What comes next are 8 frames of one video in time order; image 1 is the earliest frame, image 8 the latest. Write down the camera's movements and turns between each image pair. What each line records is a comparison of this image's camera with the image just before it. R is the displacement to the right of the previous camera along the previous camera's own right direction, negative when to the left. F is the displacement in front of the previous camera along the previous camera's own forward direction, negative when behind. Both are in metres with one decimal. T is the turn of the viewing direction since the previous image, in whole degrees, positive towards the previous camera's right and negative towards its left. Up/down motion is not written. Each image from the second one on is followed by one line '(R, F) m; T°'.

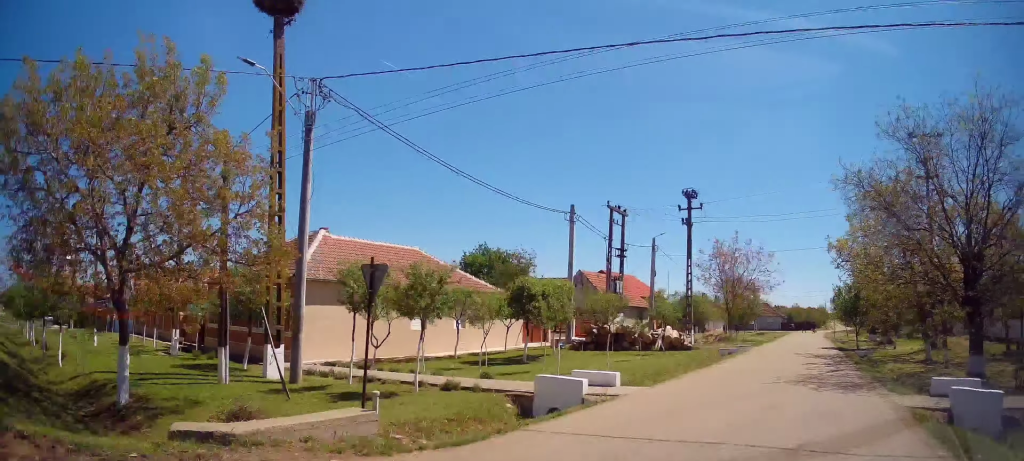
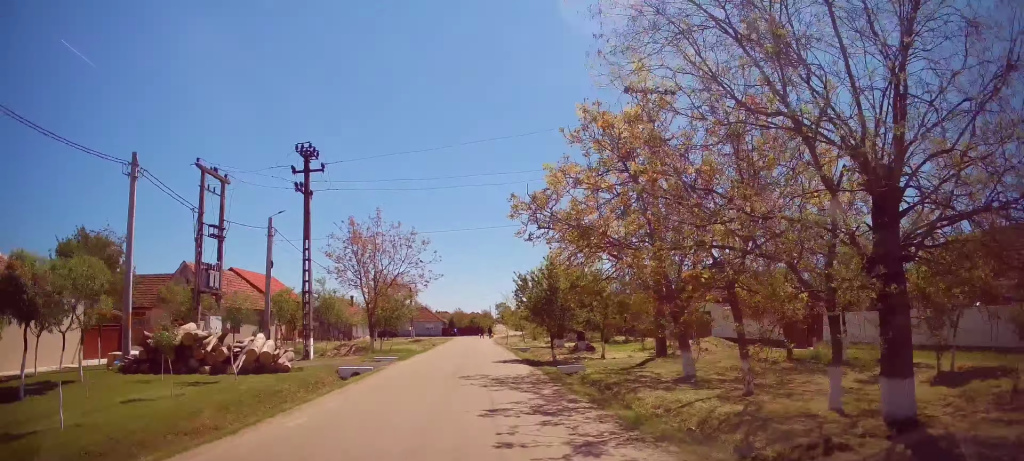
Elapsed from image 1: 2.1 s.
(+5.4, +9.2) m; +39°
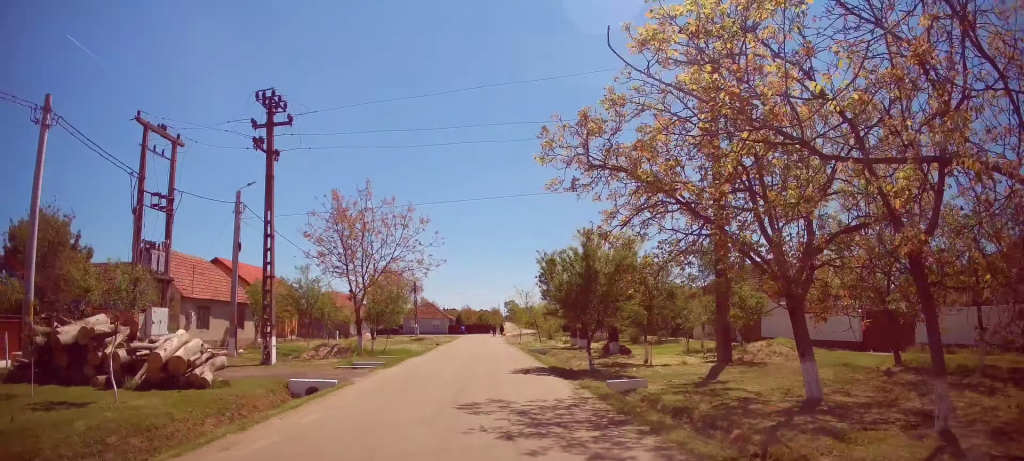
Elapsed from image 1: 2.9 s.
(+0.6, +5.0) m; +3°
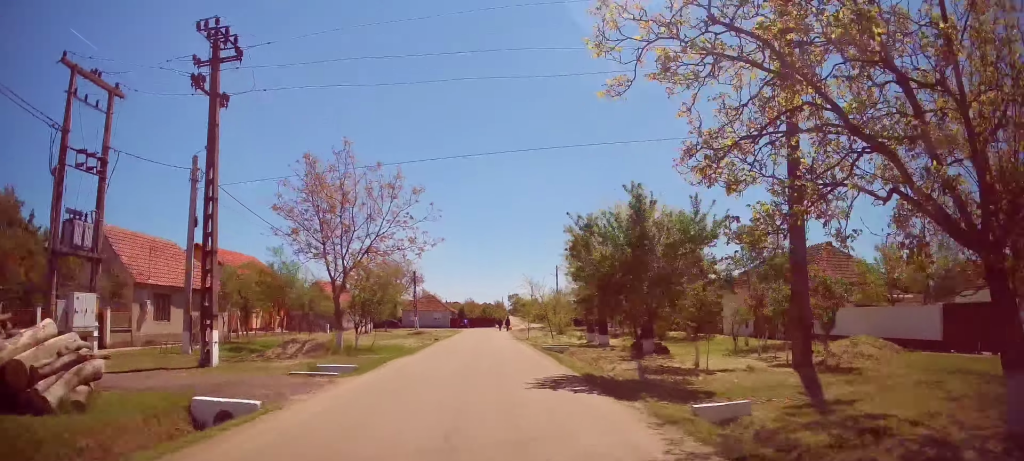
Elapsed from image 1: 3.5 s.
(-0.1, +4.2) m; -1°
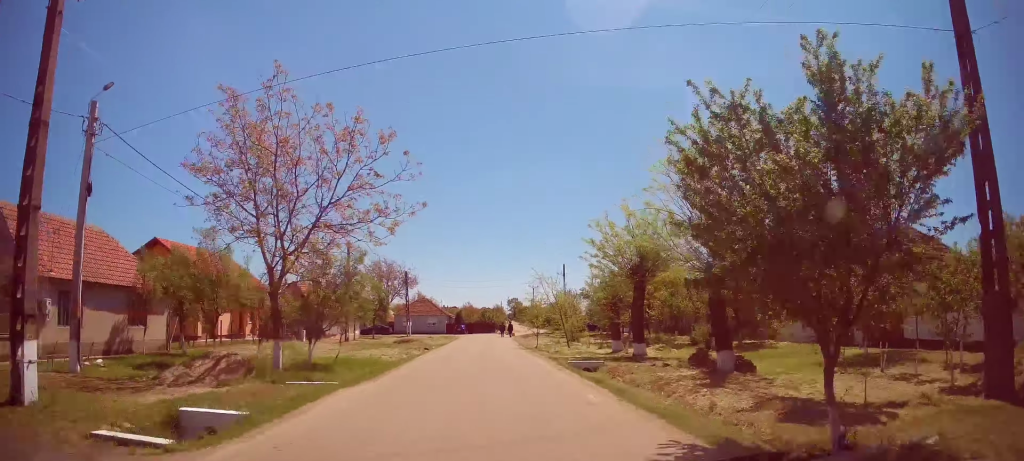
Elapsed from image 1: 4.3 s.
(-0.2, +6.4) m; -2°
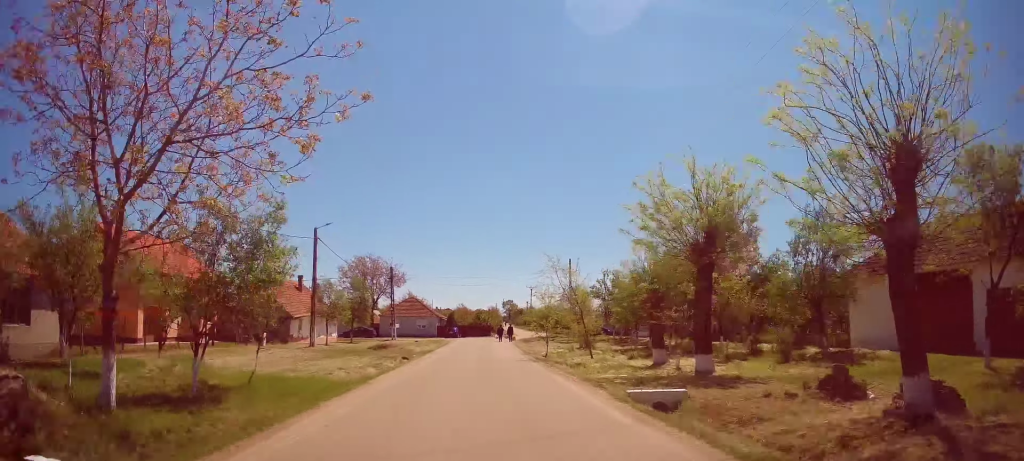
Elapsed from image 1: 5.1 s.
(-0.1, +7.4) m; +2°
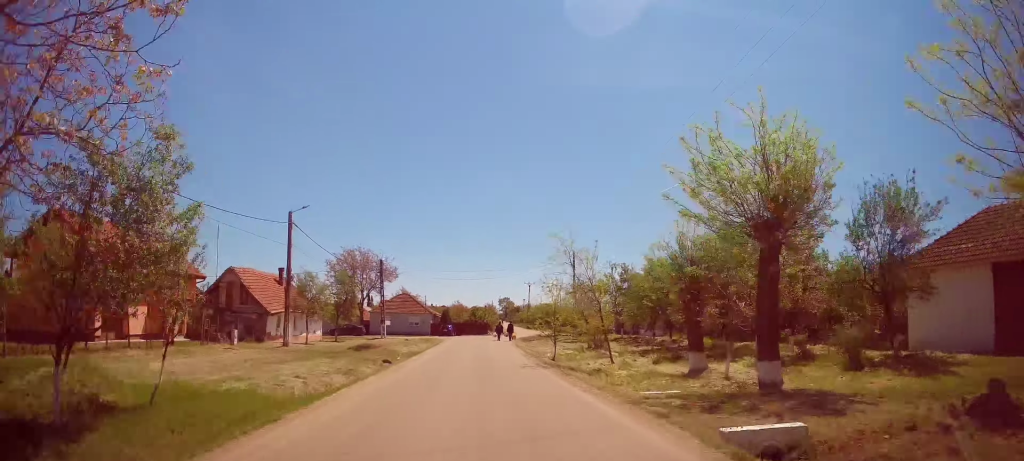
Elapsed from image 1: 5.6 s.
(+0.2, +4.2) m; +2°
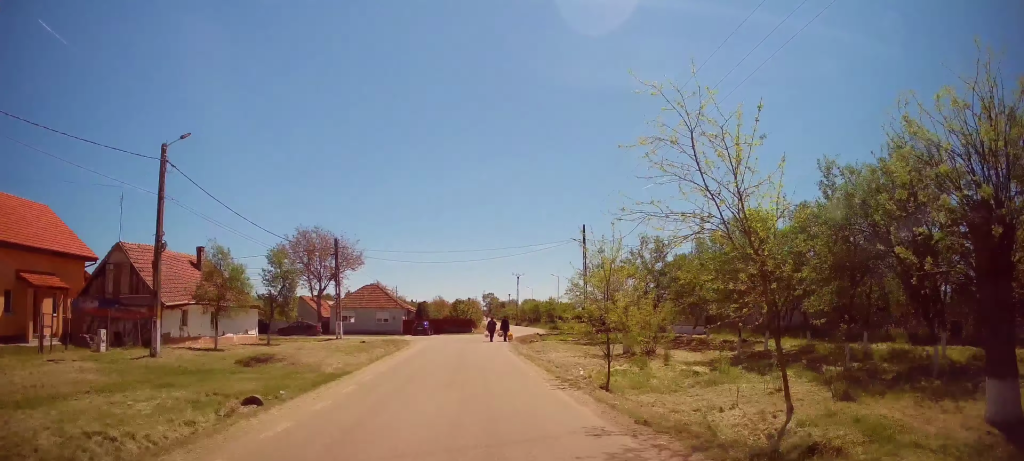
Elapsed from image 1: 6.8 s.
(+0.5, +12.1) m; +2°
